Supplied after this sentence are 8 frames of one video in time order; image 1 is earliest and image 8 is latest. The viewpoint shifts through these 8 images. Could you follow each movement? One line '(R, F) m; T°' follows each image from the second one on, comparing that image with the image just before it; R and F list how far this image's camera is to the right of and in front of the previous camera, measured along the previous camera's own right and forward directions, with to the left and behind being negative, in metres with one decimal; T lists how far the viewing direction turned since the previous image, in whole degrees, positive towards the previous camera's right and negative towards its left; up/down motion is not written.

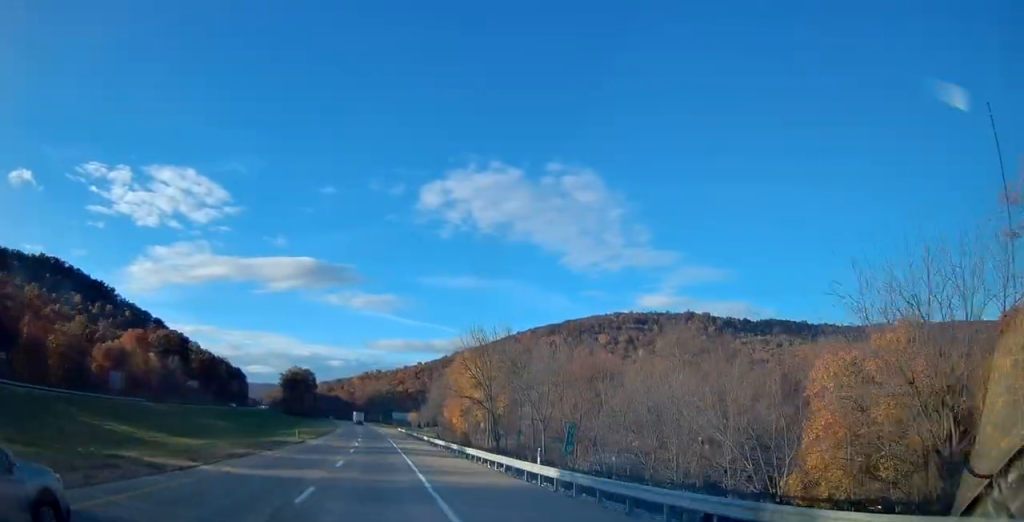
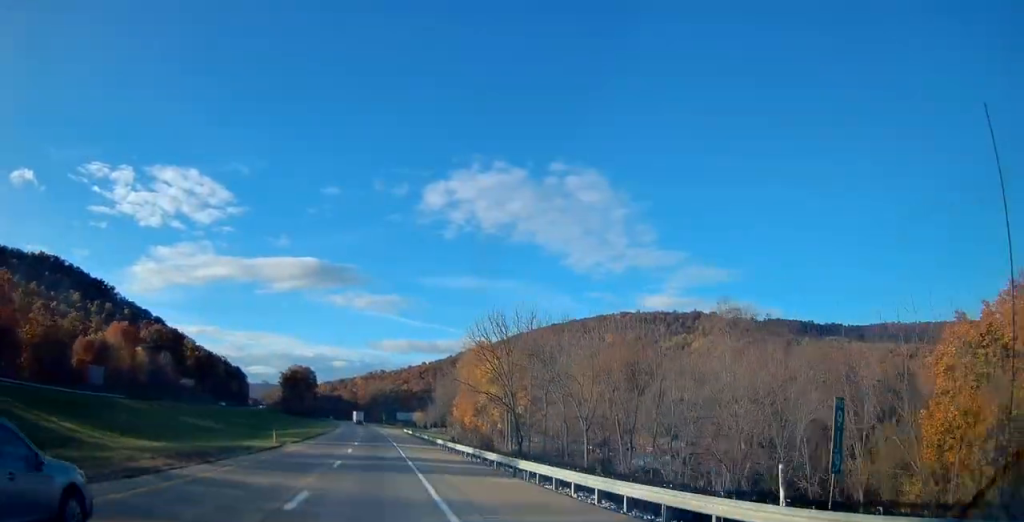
(0.0, +13.3) m; 0°
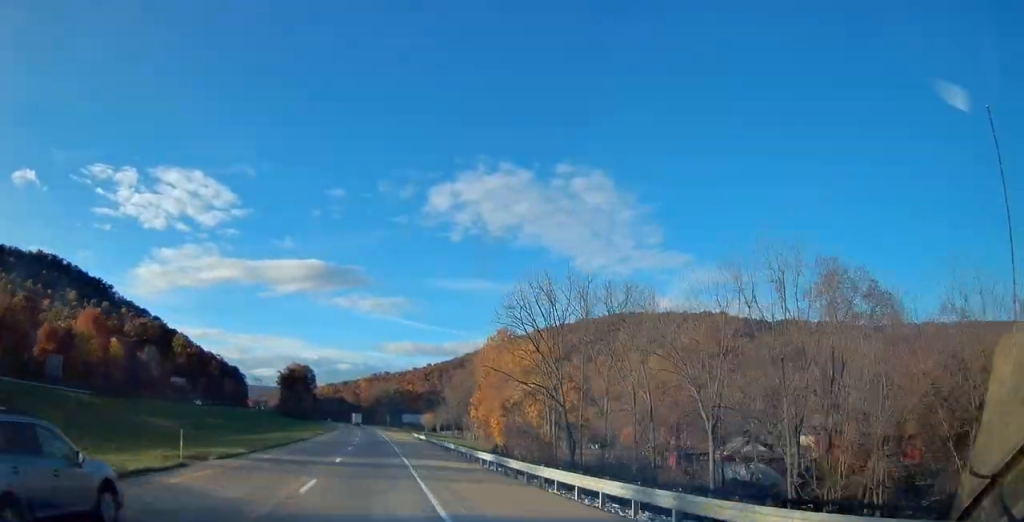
(0.0, +21.6) m; 0°
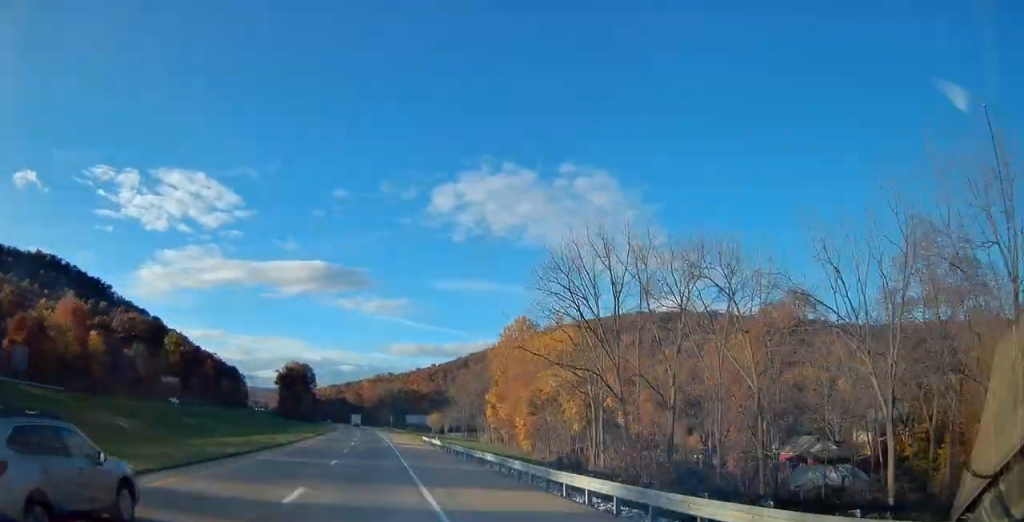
(-0.1, +14.4) m; 0°
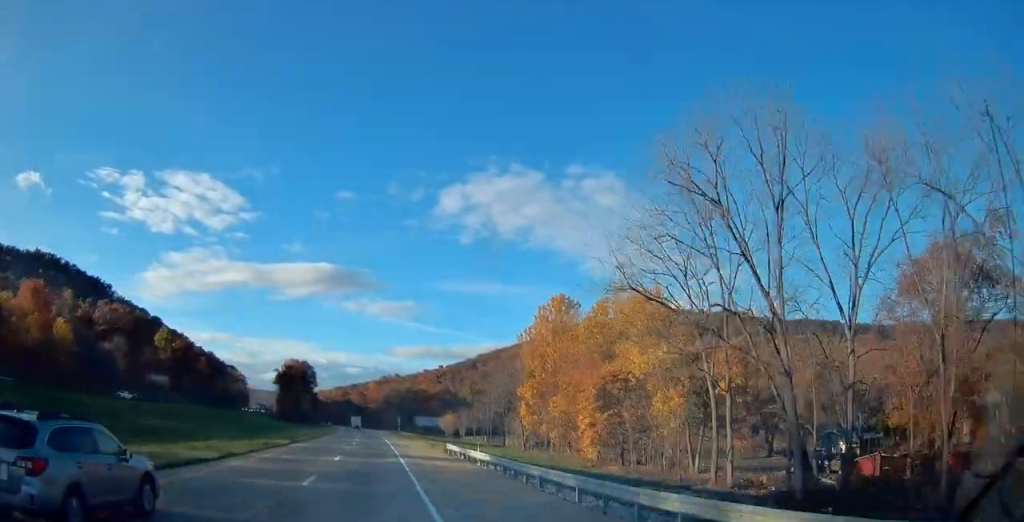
(-0.1, +20.5) m; 0°
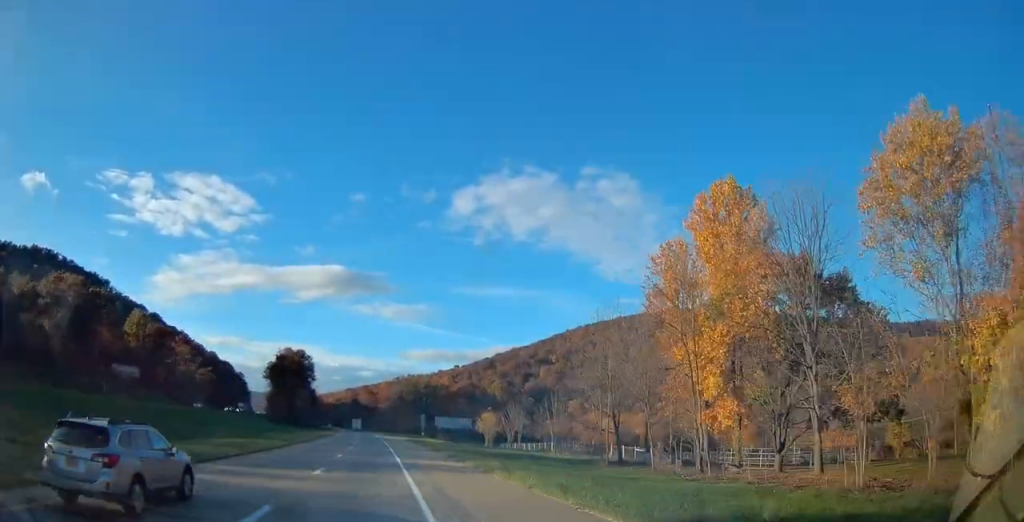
(-0.3, +44.7) m; -1°
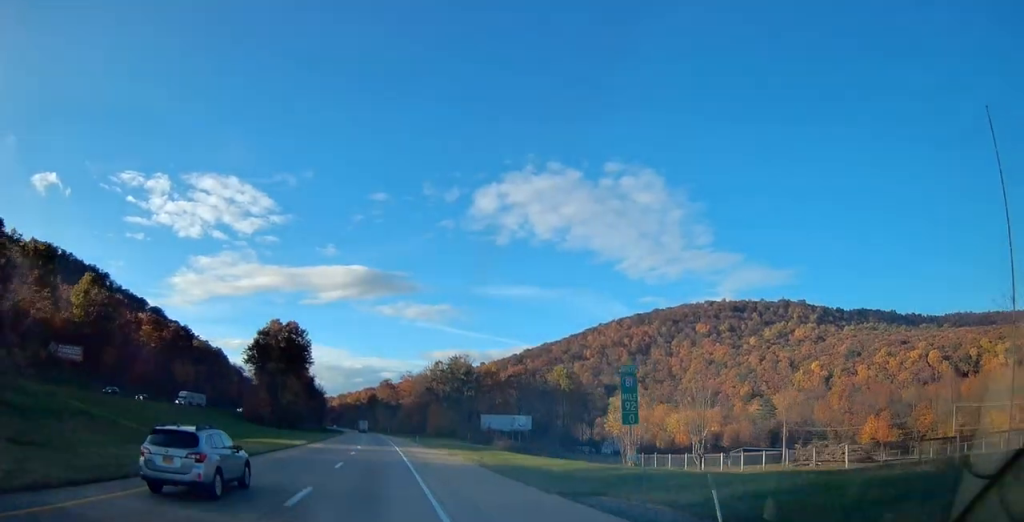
(-1.4, +57.2) m; -2°
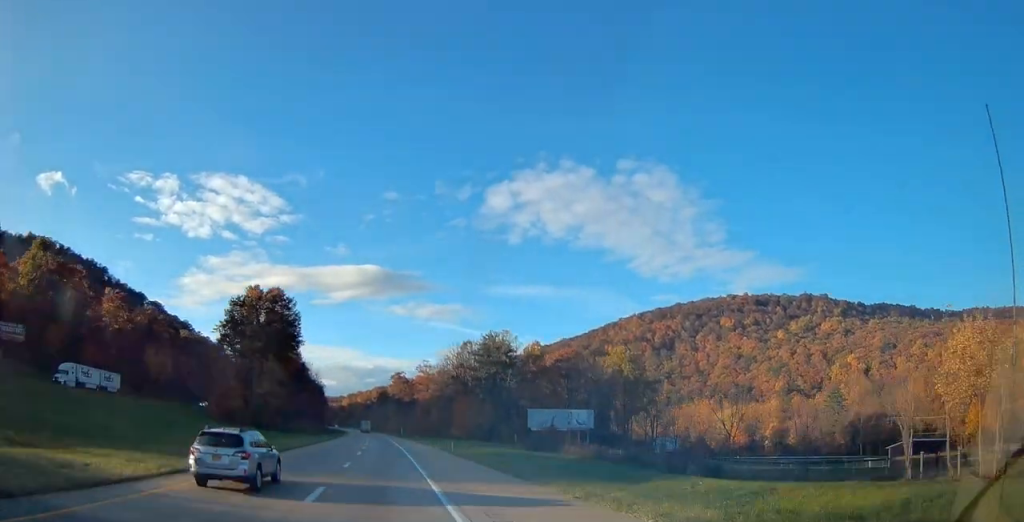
(-0.2, +35.8) m; -1°
